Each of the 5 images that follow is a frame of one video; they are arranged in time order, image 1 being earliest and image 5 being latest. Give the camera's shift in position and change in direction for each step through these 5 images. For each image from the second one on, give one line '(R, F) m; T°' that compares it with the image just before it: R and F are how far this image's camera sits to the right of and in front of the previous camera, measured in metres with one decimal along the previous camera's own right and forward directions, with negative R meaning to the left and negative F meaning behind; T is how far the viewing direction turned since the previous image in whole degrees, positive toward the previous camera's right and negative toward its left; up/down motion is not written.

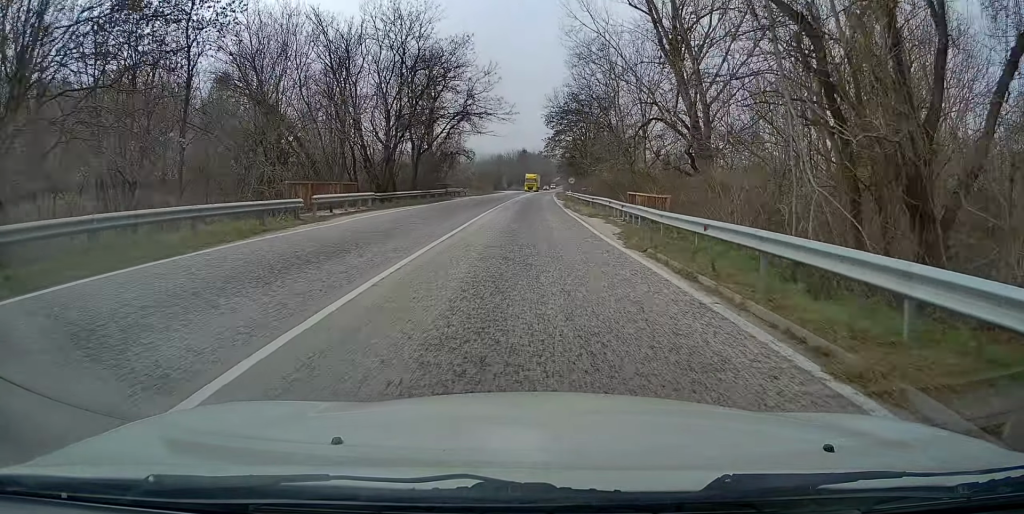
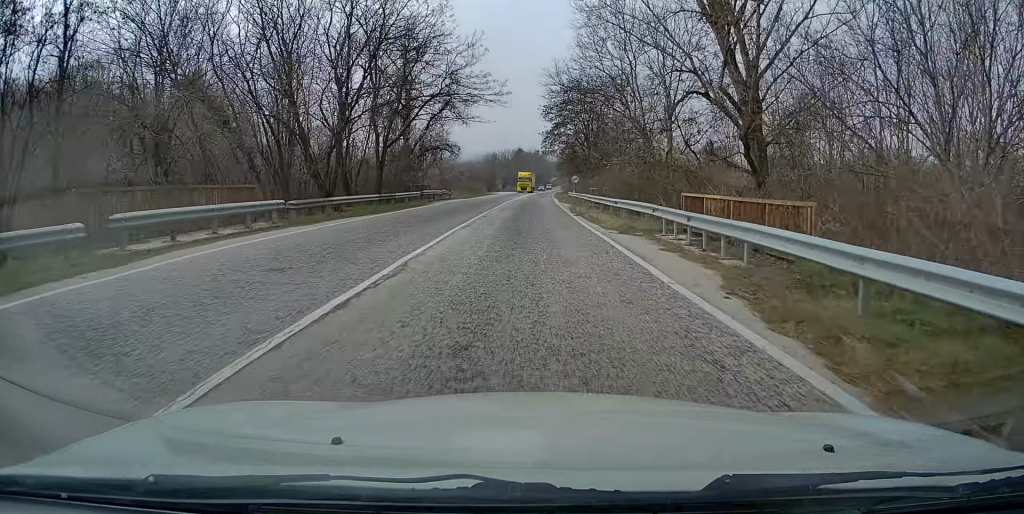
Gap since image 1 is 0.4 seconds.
(+0.2, +11.3) m; 0°
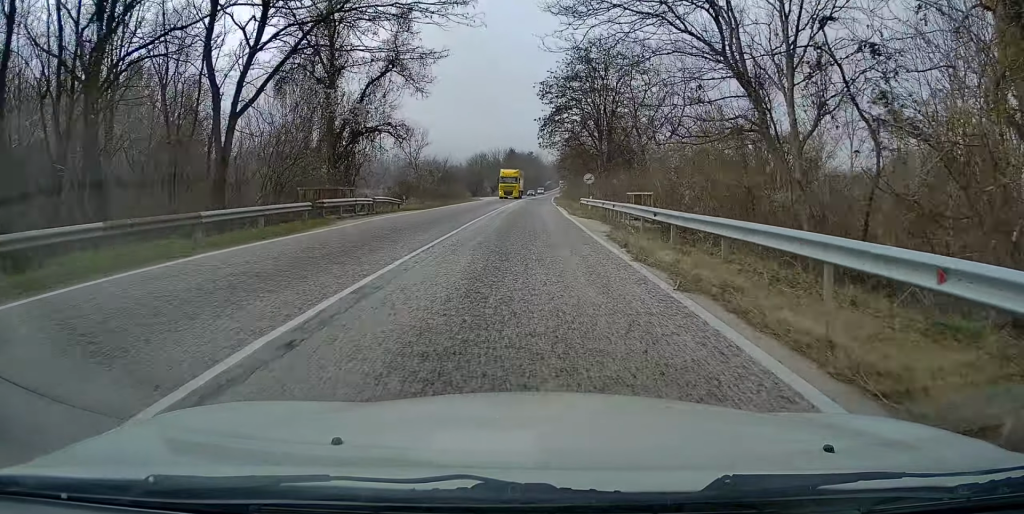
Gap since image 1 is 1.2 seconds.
(+0.1, +20.6) m; +1°
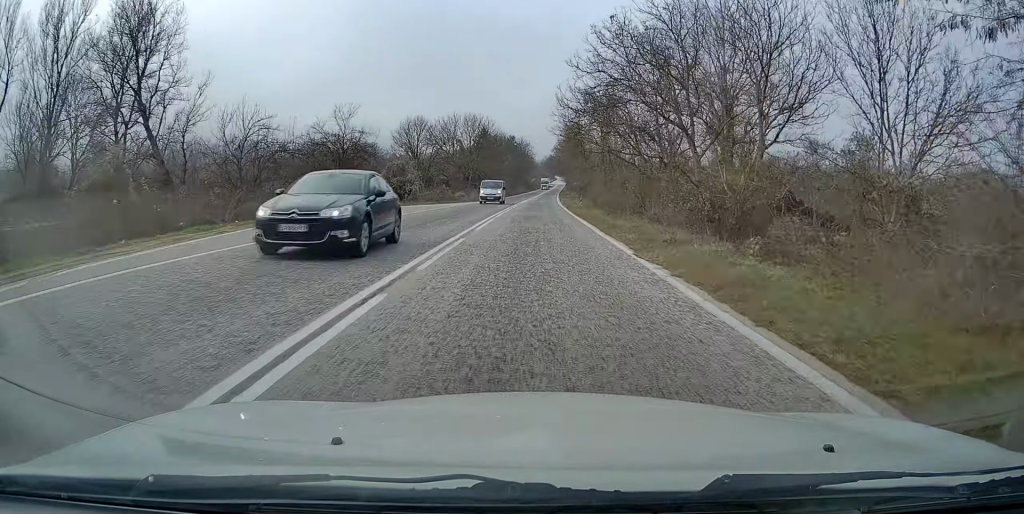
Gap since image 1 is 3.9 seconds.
(+0.7, +74.8) m; +2°
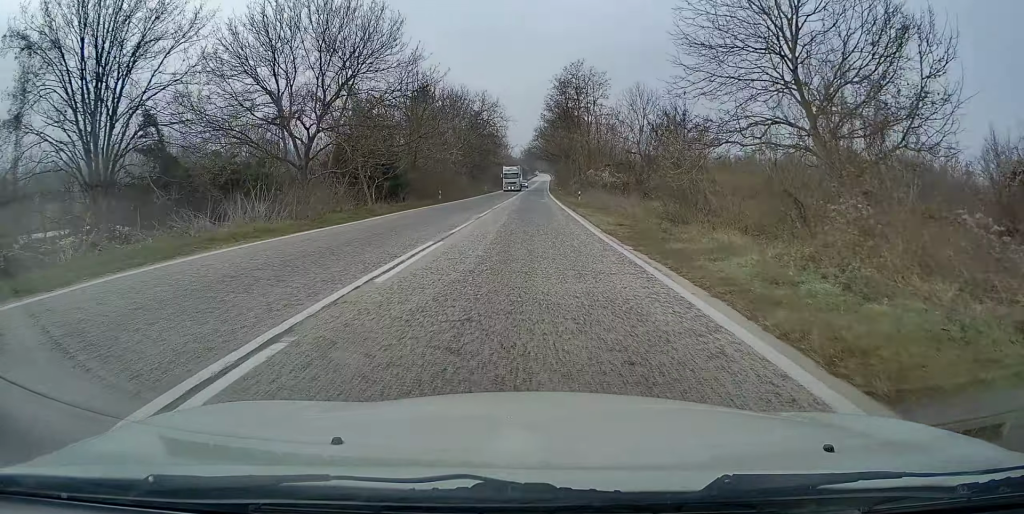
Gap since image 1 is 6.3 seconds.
(+1.7, +64.8) m; +2°
